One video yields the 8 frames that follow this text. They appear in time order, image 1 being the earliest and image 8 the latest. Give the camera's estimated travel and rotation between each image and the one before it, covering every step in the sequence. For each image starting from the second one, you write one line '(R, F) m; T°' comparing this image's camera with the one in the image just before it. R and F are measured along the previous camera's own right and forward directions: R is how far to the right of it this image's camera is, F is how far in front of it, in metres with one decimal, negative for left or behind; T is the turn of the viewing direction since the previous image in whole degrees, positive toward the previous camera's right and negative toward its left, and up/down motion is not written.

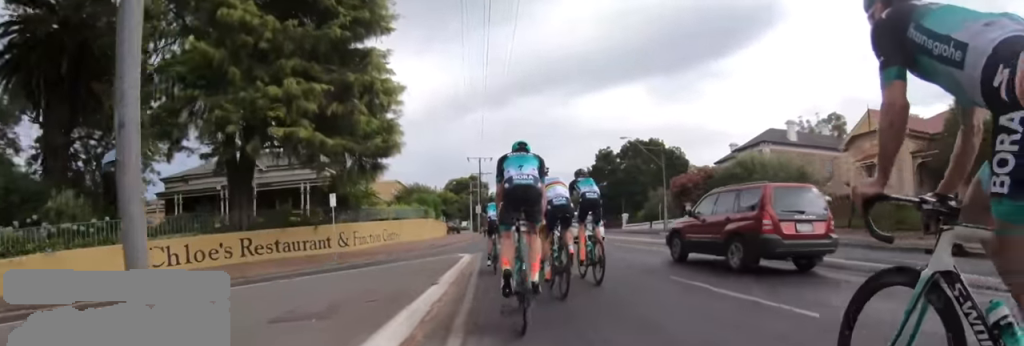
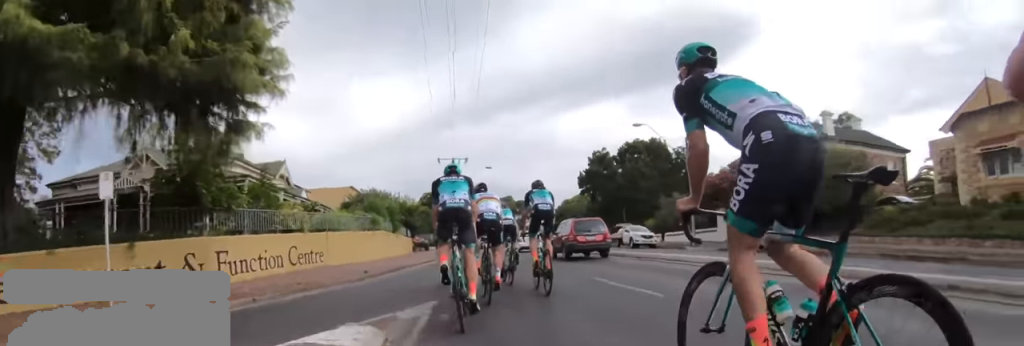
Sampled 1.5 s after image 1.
(-0.7, +11.4) m; -9°
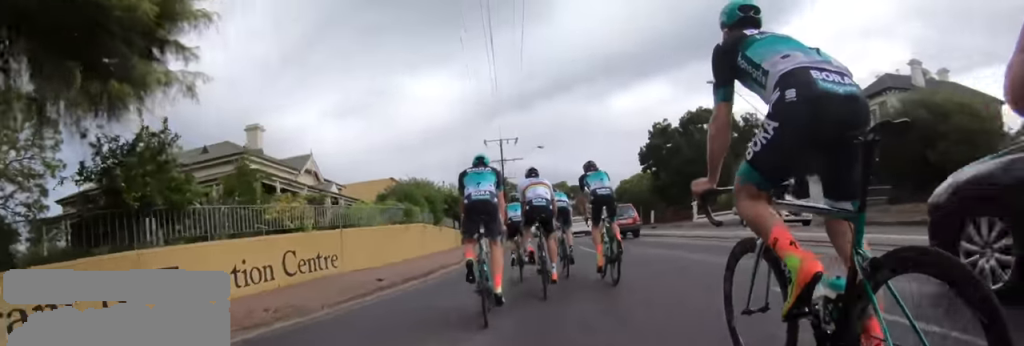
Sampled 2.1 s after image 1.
(-0.7, +4.6) m; 0°
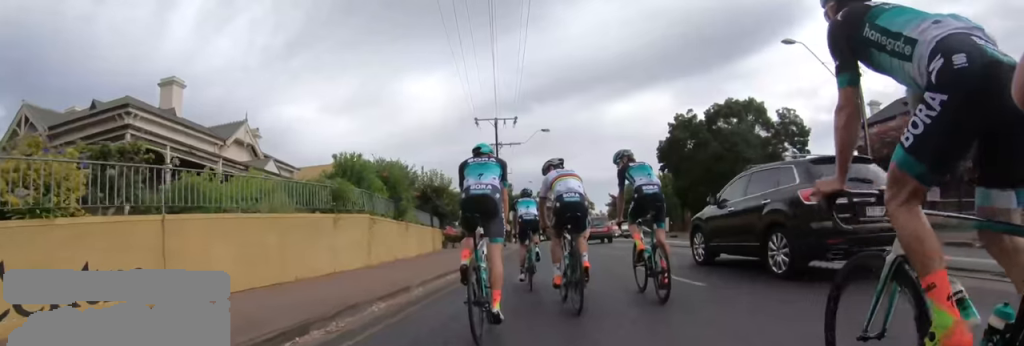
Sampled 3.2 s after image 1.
(+1.1, +8.3) m; +9°
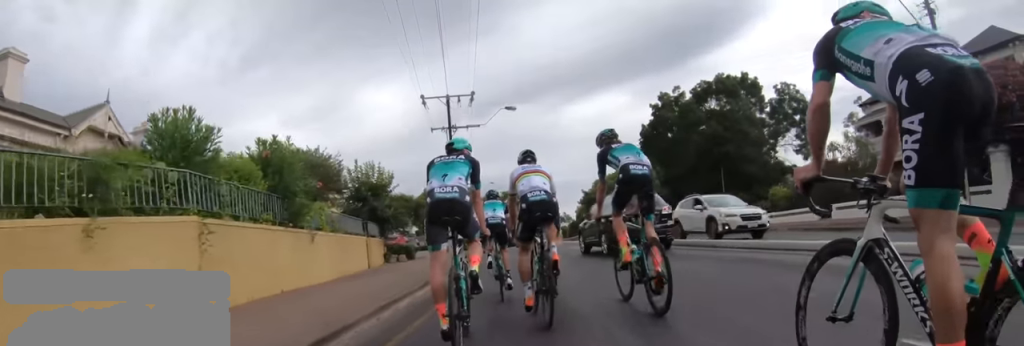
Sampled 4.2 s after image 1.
(0.0, +5.6) m; 0°
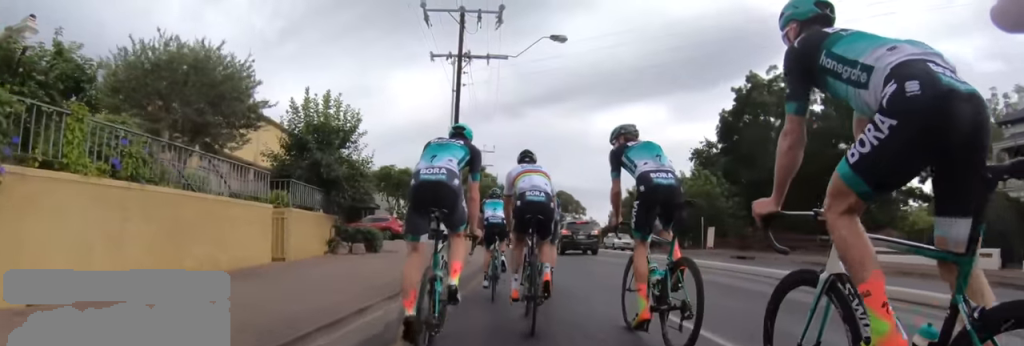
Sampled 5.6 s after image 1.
(+0.8, +8.2) m; +10°
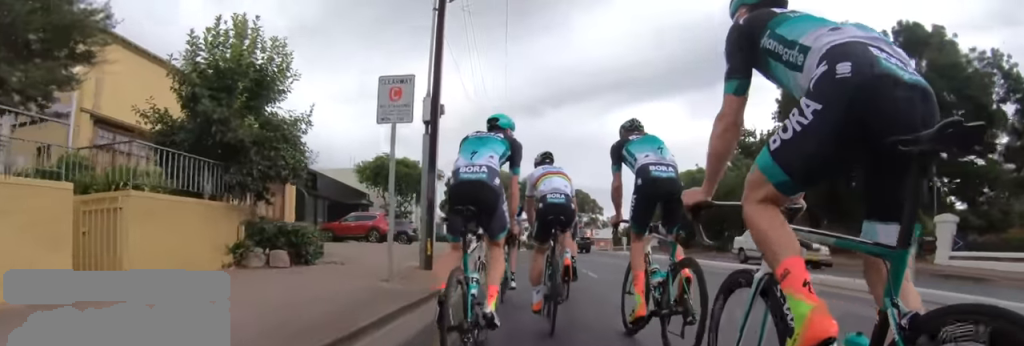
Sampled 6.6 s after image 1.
(+0.3, +6.7) m; -3°
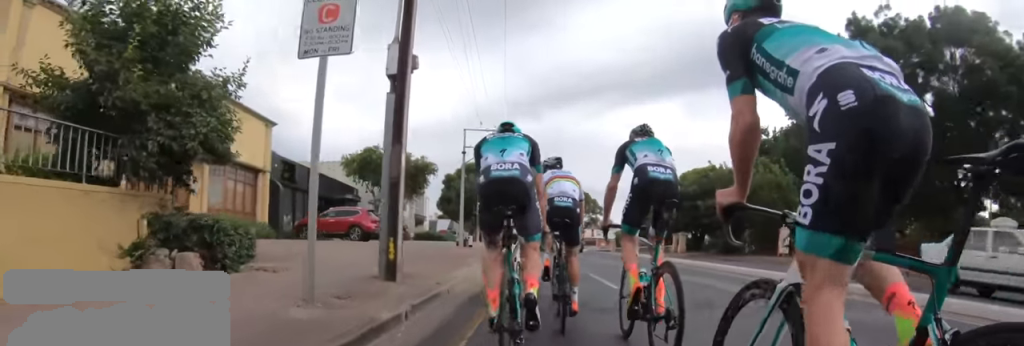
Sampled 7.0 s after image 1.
(-0.3, +3.1) m; -4°
